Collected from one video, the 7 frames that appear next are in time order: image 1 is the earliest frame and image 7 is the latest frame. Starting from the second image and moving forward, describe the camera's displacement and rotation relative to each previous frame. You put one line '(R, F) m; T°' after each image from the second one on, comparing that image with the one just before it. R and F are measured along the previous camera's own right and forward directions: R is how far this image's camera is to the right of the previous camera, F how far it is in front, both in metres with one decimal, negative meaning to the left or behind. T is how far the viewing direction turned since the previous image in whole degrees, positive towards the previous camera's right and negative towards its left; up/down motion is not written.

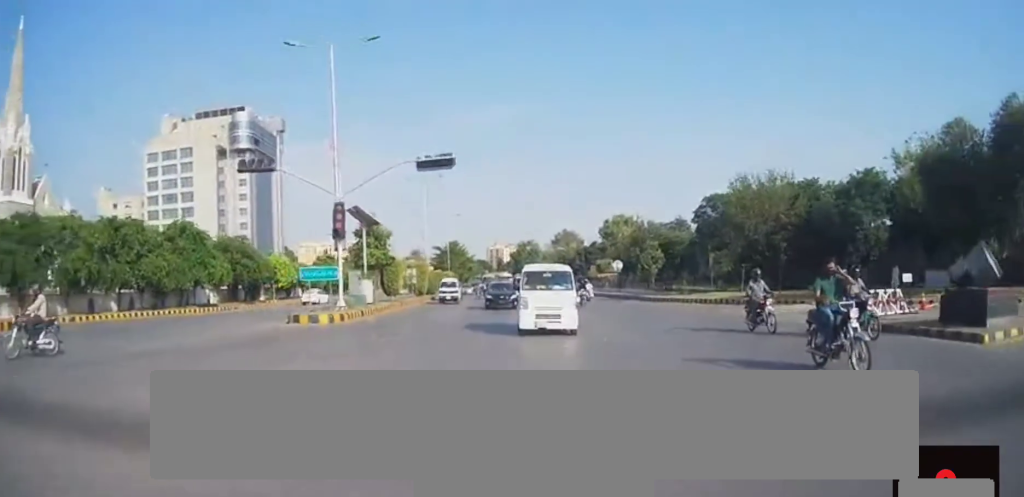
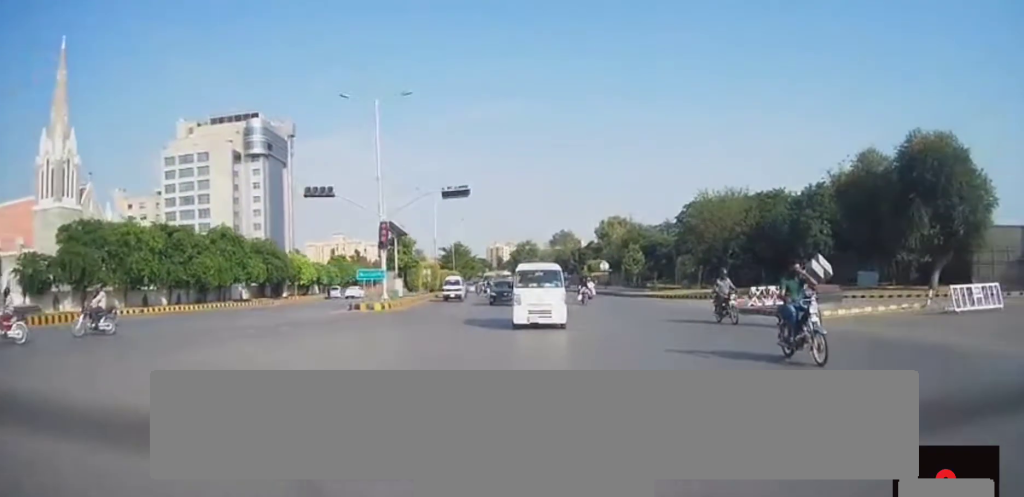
(0.0, +10.1) m; 0°
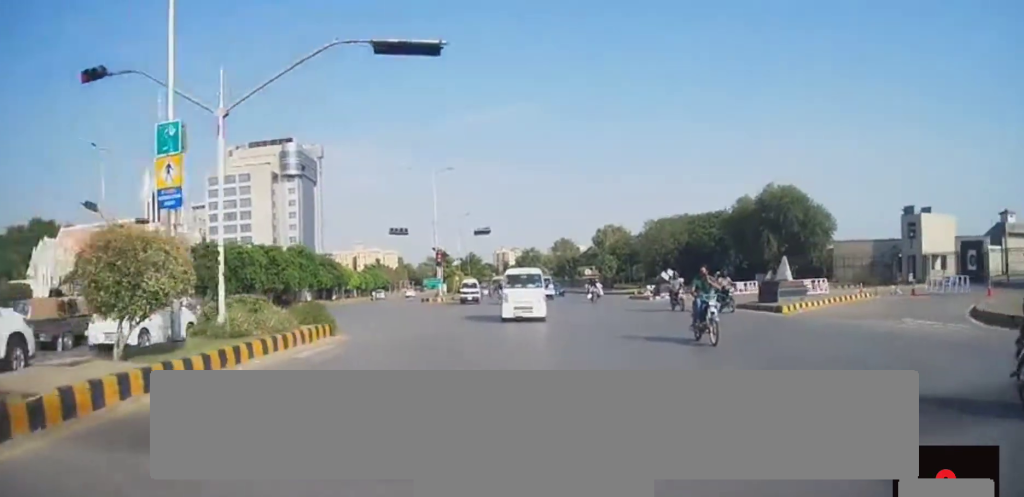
(+0.4, +25.3) m; 0°
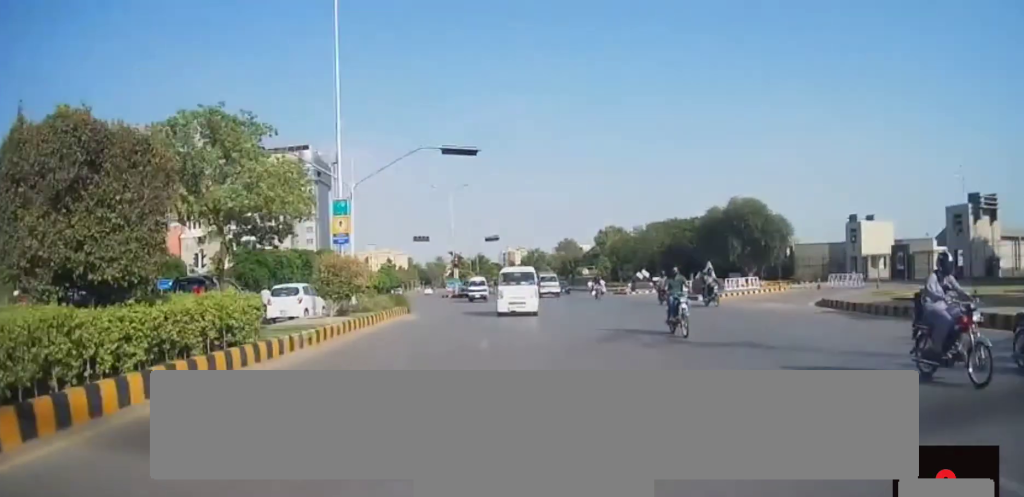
(-0.3, +11.5) m; -2°
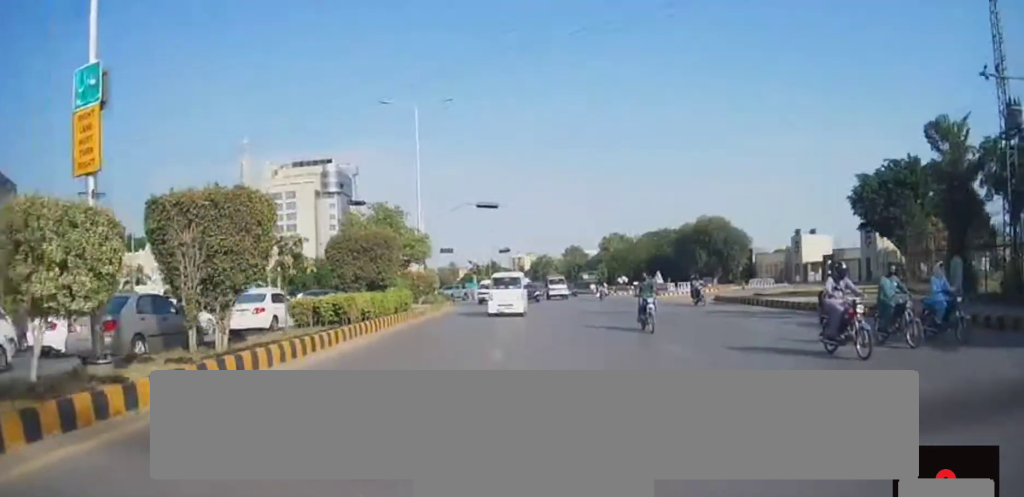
(-0.3, +16.6) m; -1°
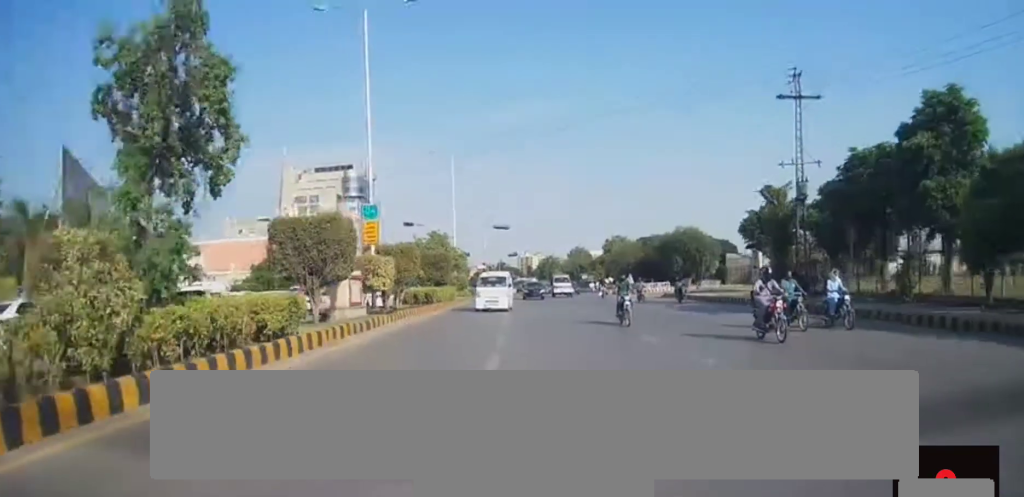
(0.0, +16.7) m; 0°
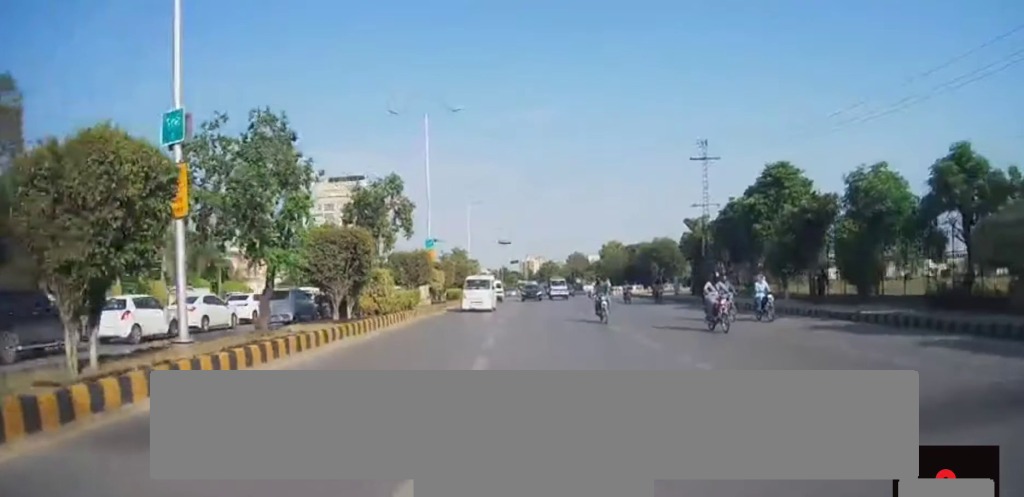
(0.0, +17.2) m; +1°
